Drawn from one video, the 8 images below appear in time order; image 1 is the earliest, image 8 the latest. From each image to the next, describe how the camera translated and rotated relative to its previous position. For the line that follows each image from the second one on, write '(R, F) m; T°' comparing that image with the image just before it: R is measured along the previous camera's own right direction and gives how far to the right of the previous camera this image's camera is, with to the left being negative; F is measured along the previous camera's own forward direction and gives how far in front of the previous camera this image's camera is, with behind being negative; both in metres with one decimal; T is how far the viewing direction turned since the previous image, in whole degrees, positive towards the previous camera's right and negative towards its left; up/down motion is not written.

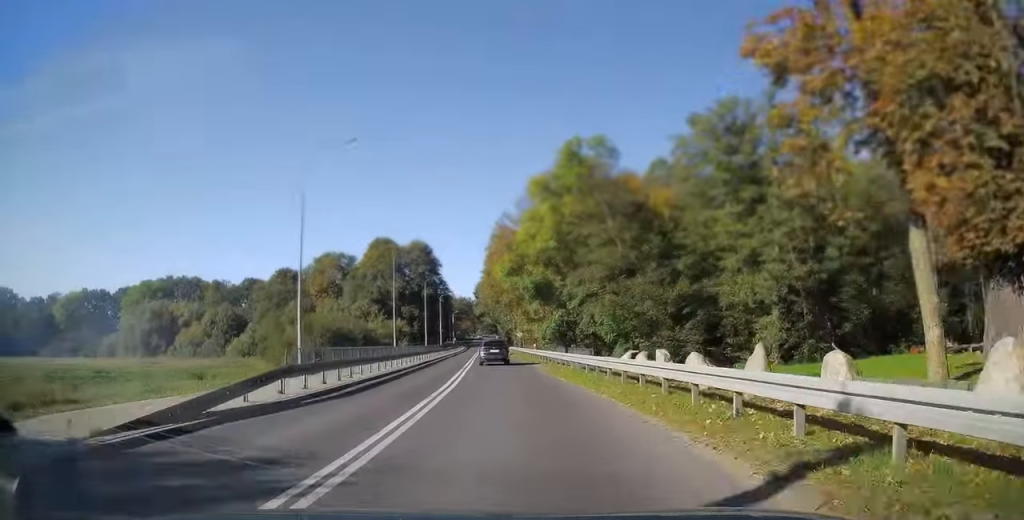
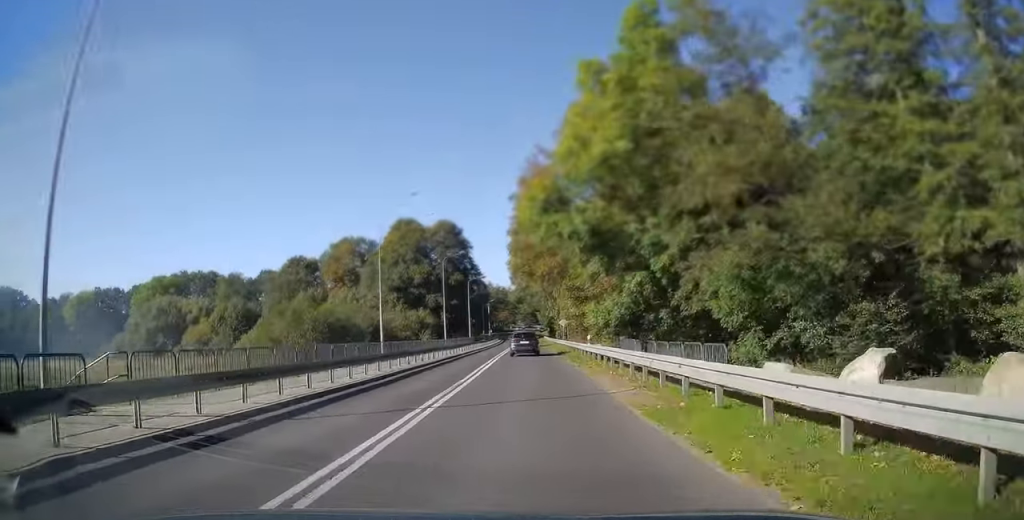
(-1.1, +17.5) m; -3°
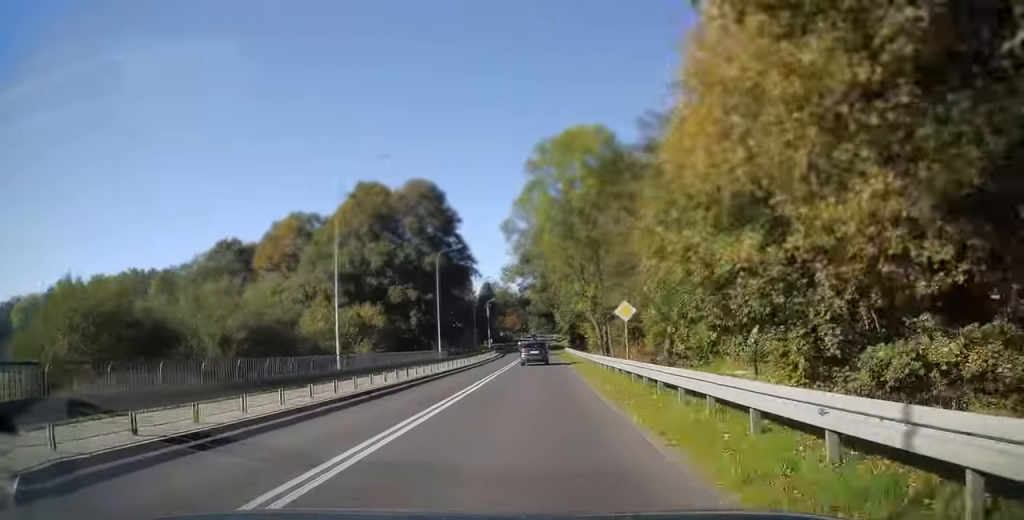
(-1.7, +38.7) m; -4°
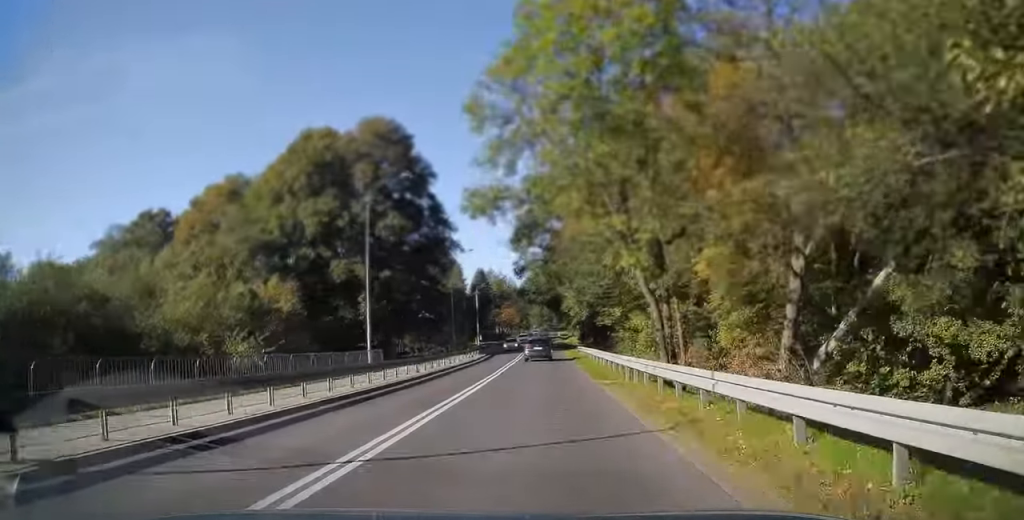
(-0.3, +22.9) m; 0°
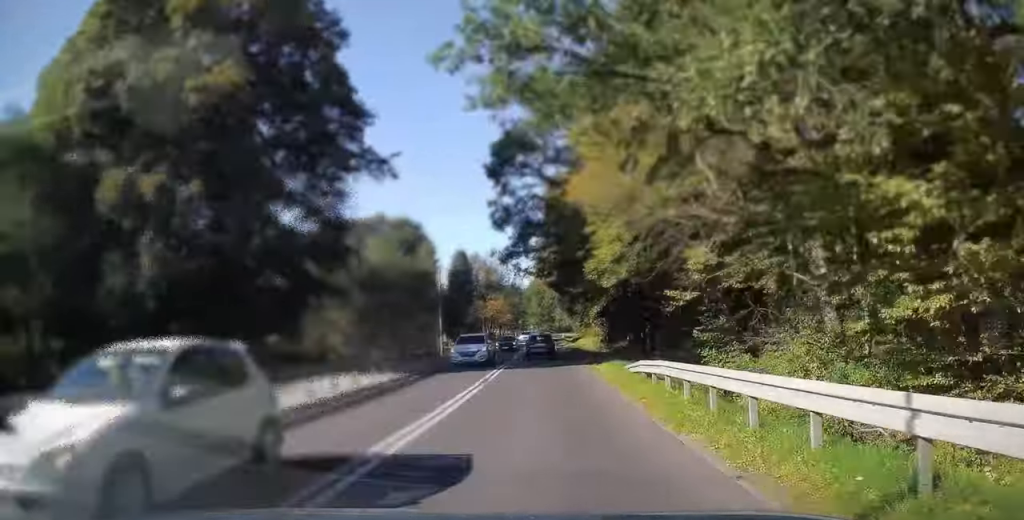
(0.0, +31.1) m; 0°
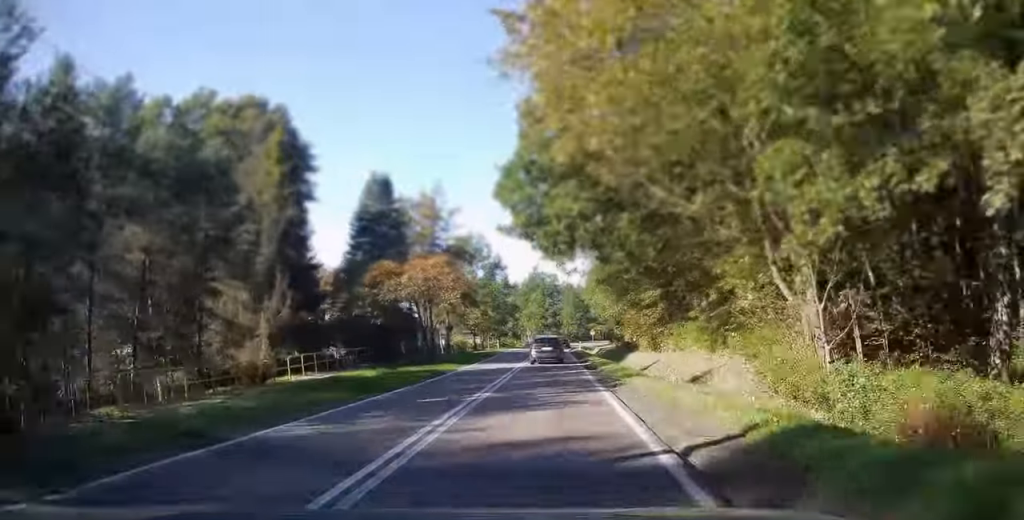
(+0.1, +52.5) m; 0°
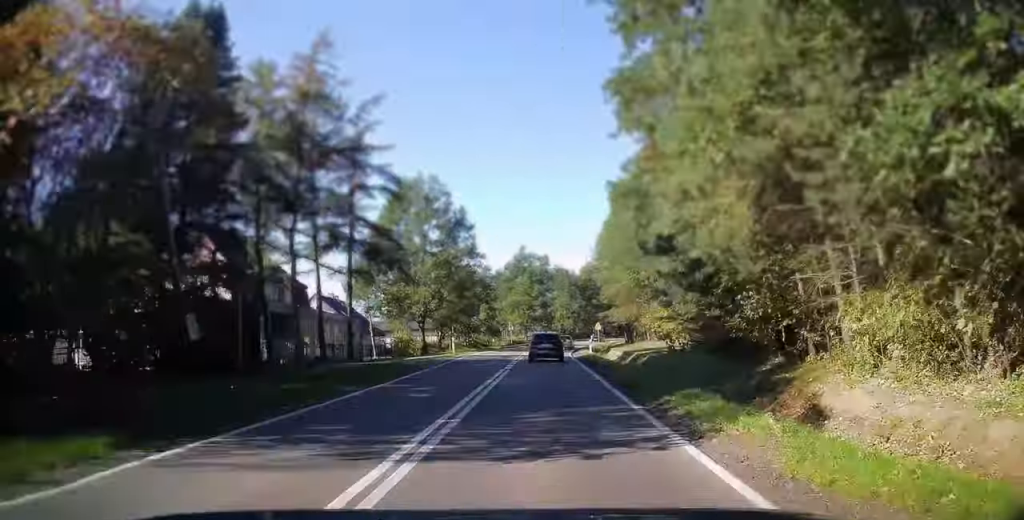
(0.0, +28.9) m; +1°
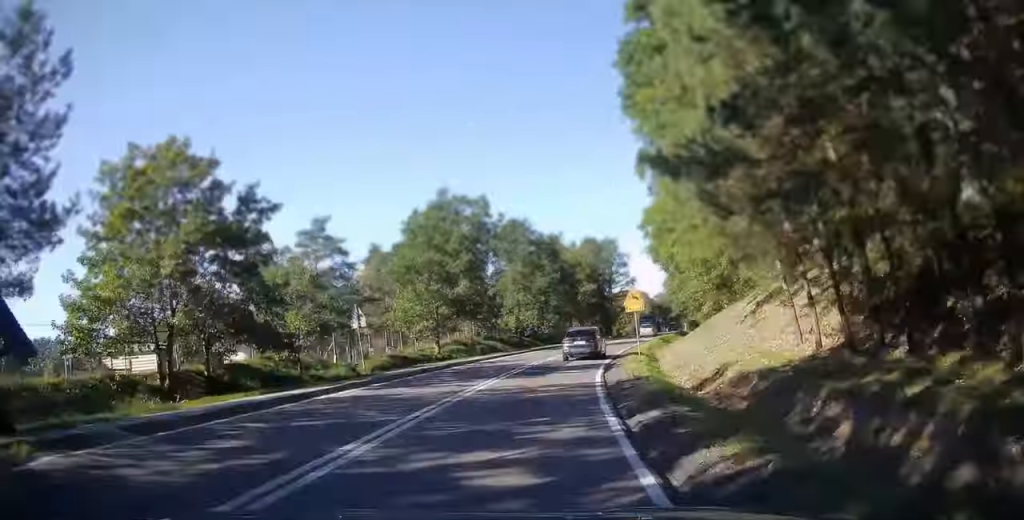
(+1.7, +54.5) m; +5°
